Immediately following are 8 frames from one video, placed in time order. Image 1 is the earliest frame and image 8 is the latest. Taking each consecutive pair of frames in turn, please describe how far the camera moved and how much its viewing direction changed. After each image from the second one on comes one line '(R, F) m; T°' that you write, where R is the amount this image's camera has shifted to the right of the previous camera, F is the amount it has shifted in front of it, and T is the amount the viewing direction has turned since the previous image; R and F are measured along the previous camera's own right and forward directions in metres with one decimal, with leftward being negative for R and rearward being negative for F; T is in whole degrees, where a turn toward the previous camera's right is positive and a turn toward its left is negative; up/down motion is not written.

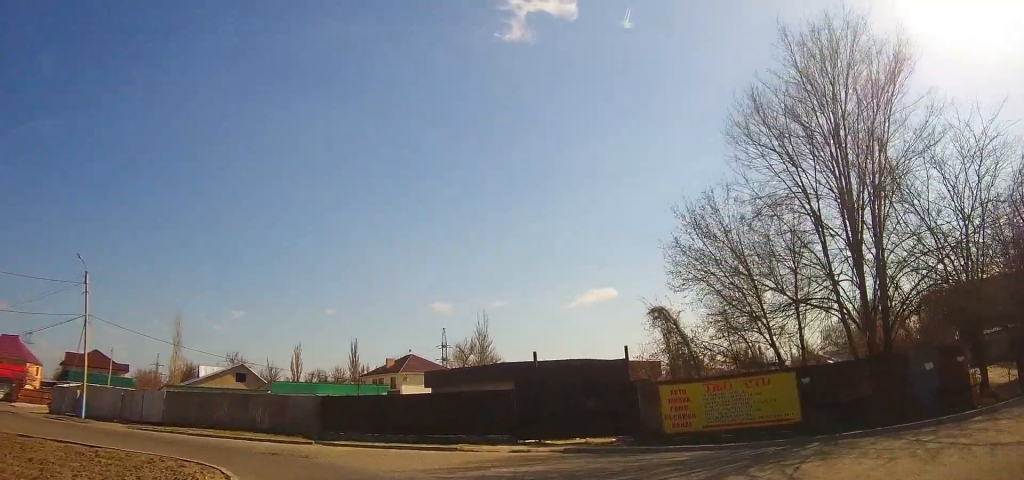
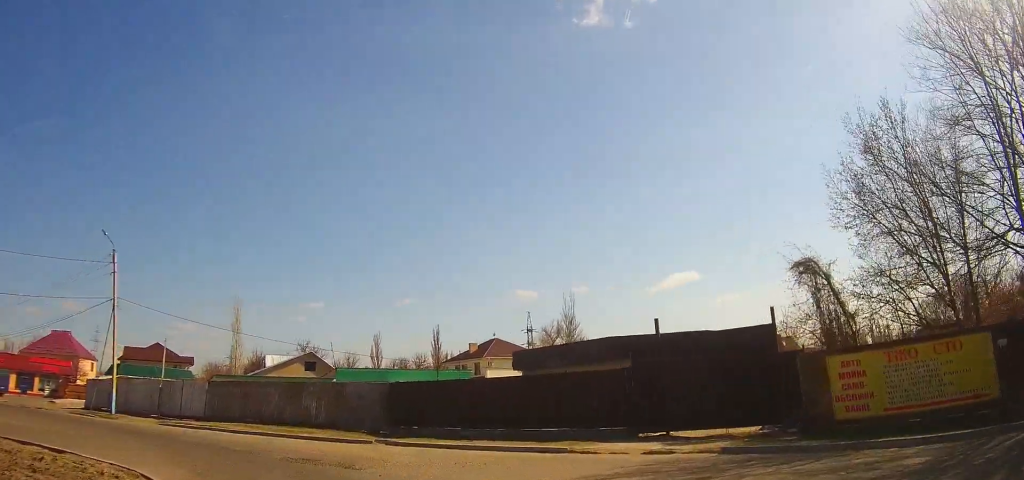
(-0.3, +5.8) m; -9°
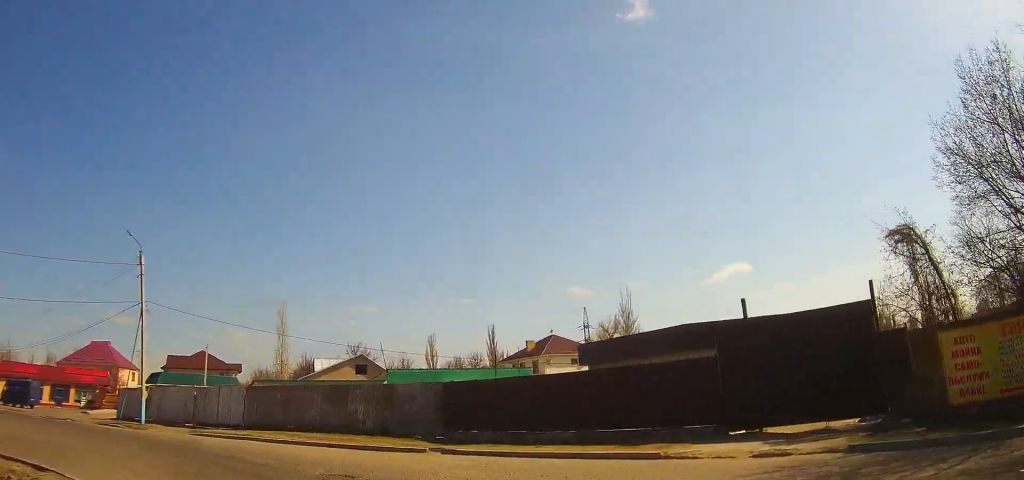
(-0.2, +2.5) m; -7°
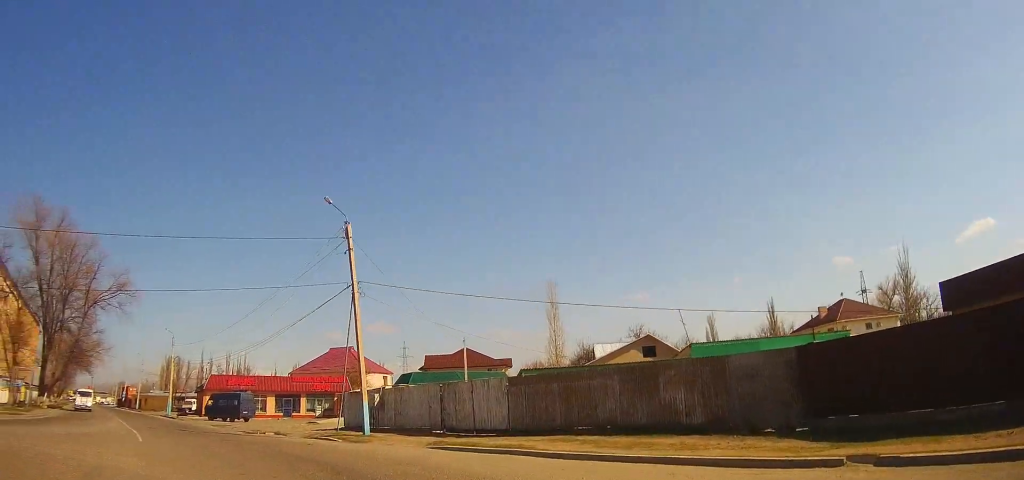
(-1.6, +7.6) m; -28°
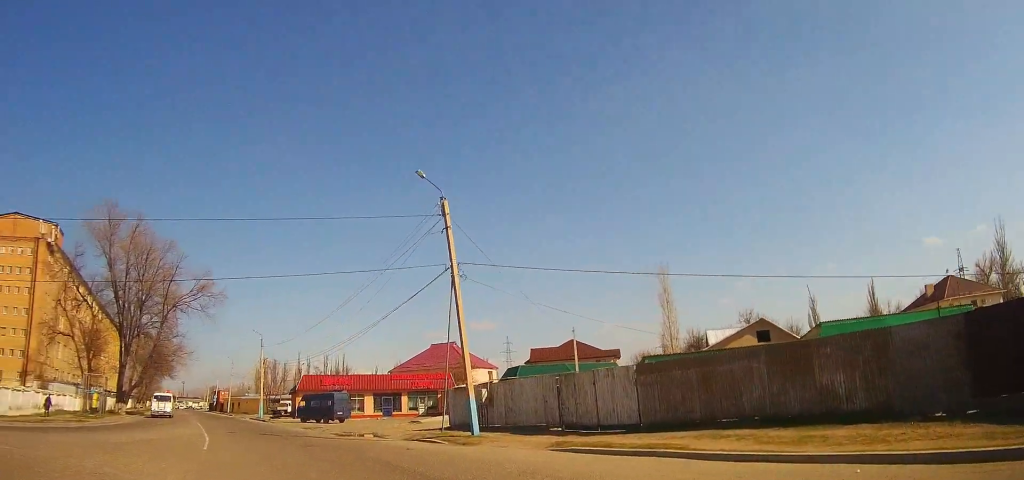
(-0.1, +2.8) m; -10°
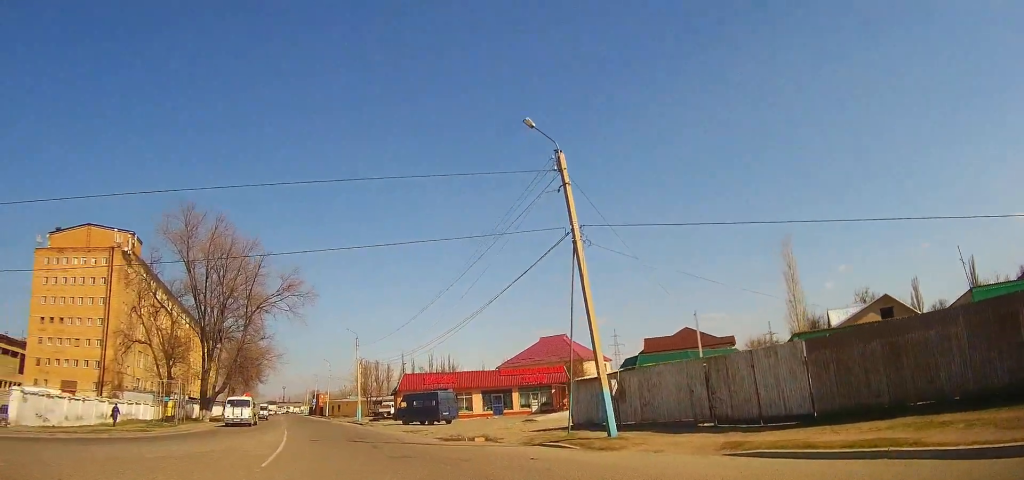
(-0.7, +4.0) m; -12°
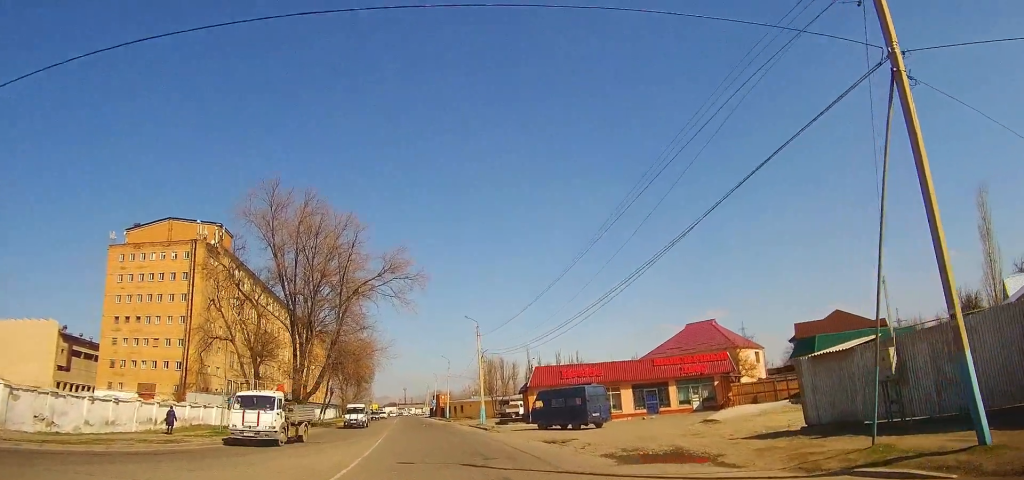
(-1.3, +9.2) m; -13°
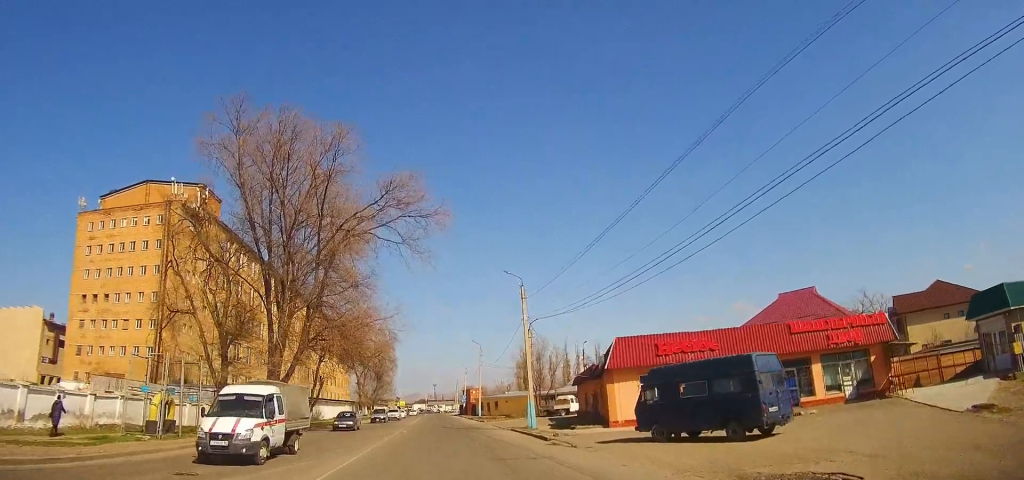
(-1.1, +15.9) m; -5°
